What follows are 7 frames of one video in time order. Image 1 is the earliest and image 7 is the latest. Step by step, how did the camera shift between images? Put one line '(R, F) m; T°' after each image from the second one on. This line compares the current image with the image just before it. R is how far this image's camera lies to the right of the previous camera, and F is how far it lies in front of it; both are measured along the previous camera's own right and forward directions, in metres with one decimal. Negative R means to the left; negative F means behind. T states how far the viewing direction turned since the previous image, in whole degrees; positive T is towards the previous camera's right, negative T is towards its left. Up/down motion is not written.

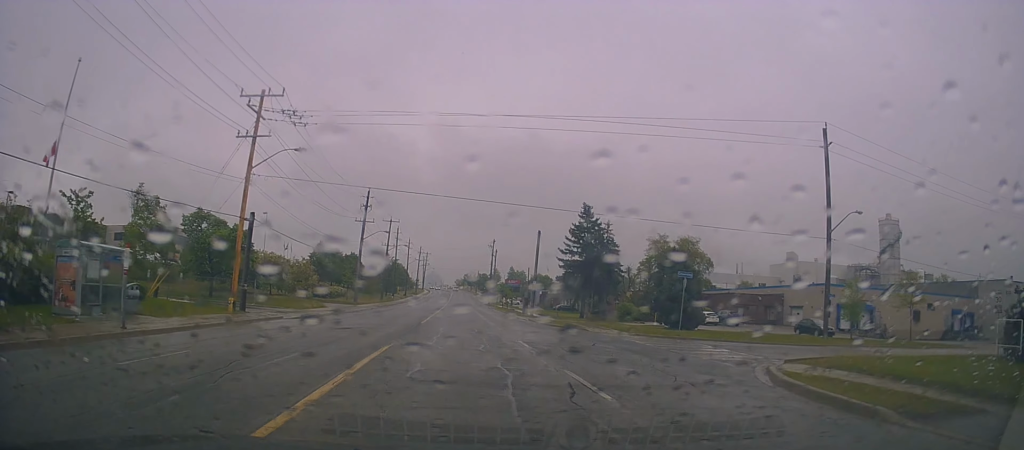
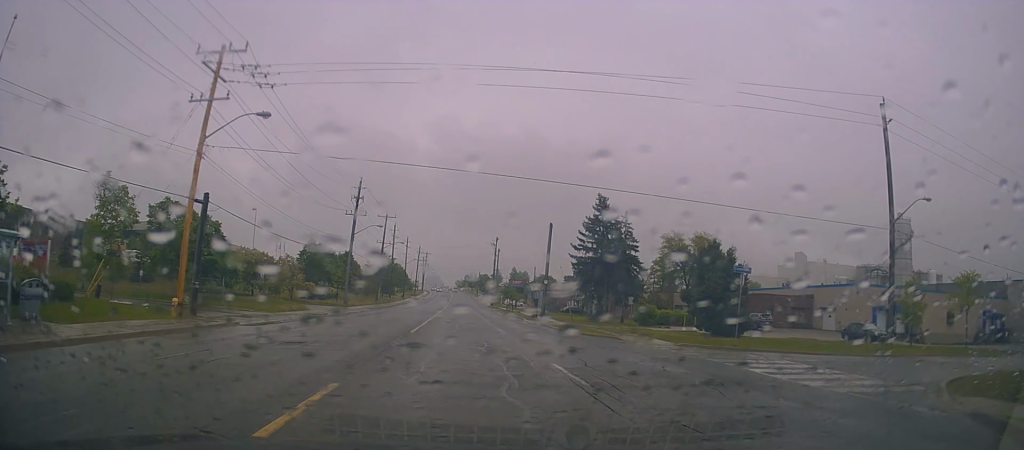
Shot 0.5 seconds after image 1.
(-0.2, +6.9) m; 0°
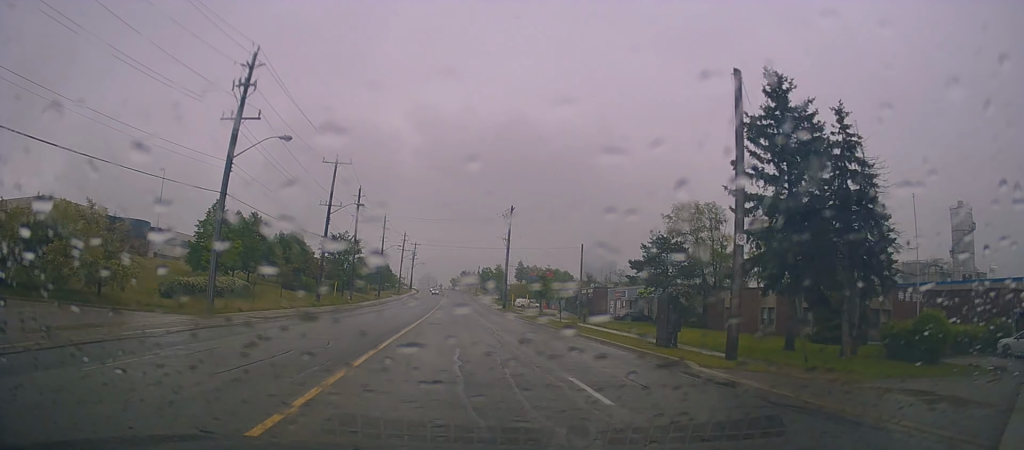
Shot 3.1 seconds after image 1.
(+0.1, +35.9) m; -2°
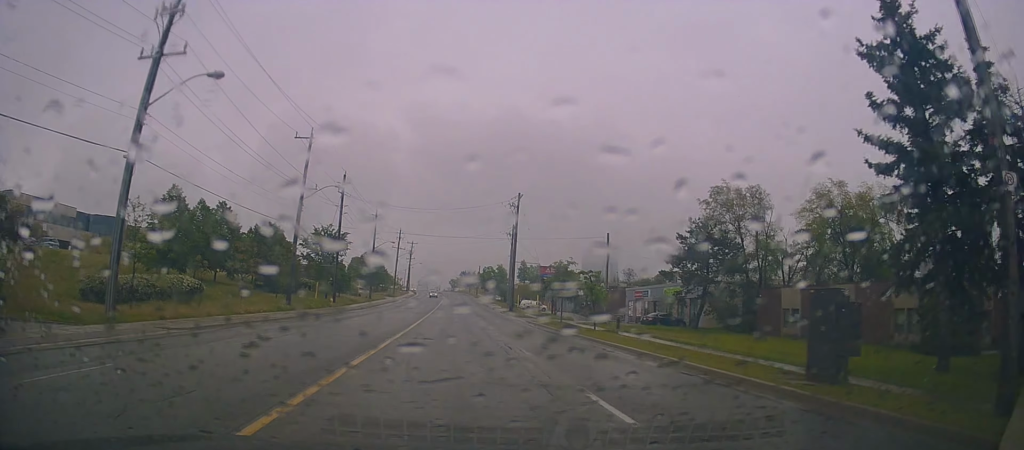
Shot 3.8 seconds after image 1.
(-0.1, +9.8) m; +1°
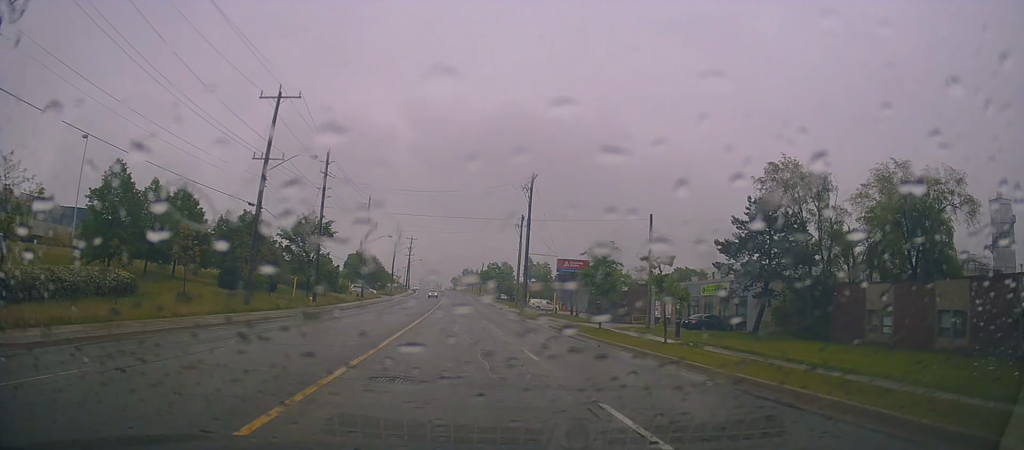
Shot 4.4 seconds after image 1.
(+0.5, +9.1) m; +2°
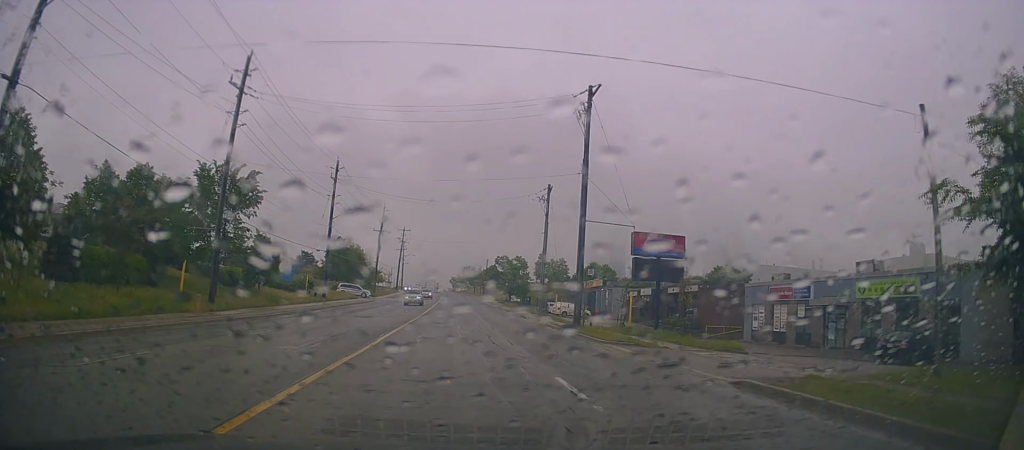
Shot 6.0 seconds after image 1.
(-0.2, +23.2) m; +1°
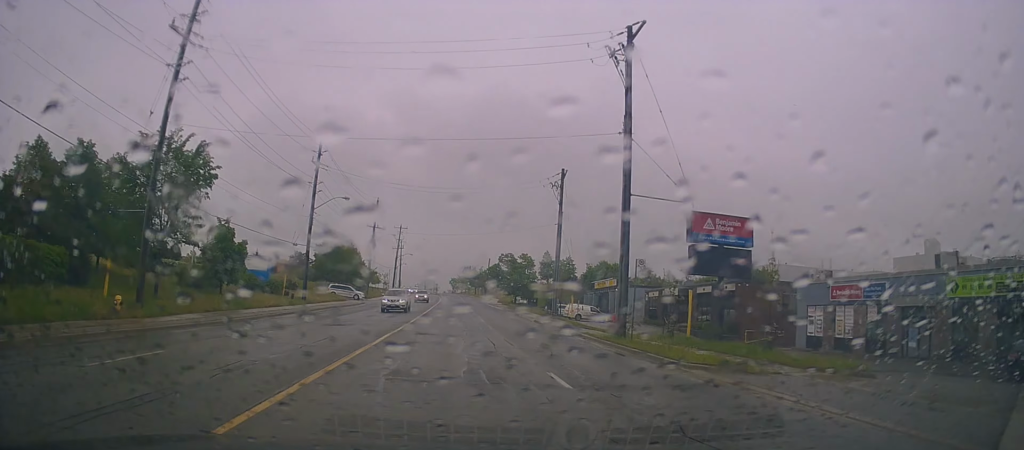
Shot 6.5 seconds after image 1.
(0.0, +7.6) m; +1°
